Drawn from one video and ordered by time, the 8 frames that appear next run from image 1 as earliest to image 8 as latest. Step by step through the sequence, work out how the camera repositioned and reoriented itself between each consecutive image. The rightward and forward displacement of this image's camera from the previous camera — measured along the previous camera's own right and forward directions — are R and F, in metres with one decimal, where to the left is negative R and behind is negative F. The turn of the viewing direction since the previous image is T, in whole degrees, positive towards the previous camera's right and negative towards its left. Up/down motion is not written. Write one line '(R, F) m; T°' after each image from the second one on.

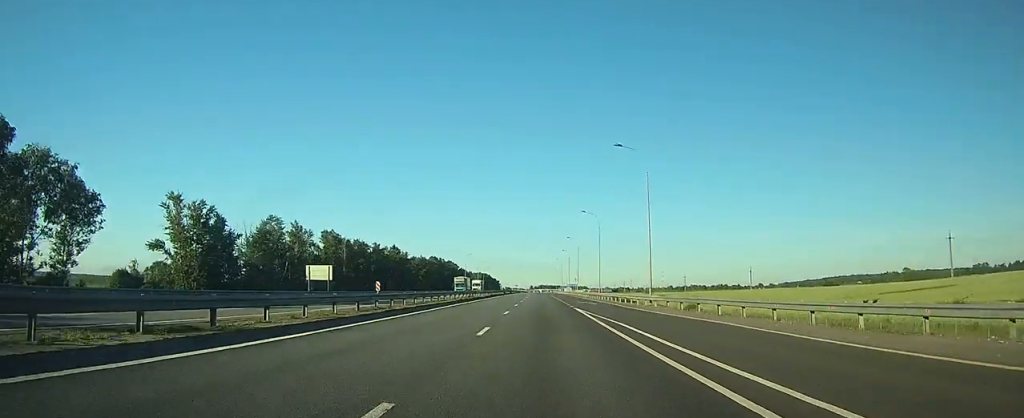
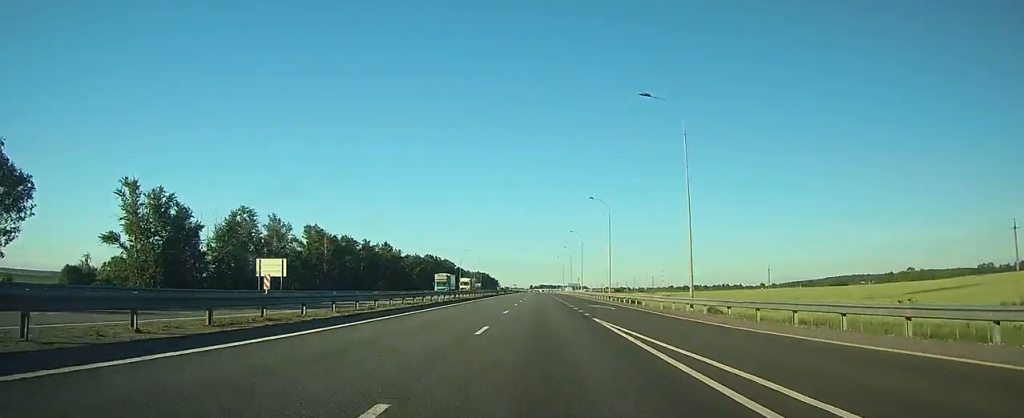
(0.0, +12.2) m; 0°
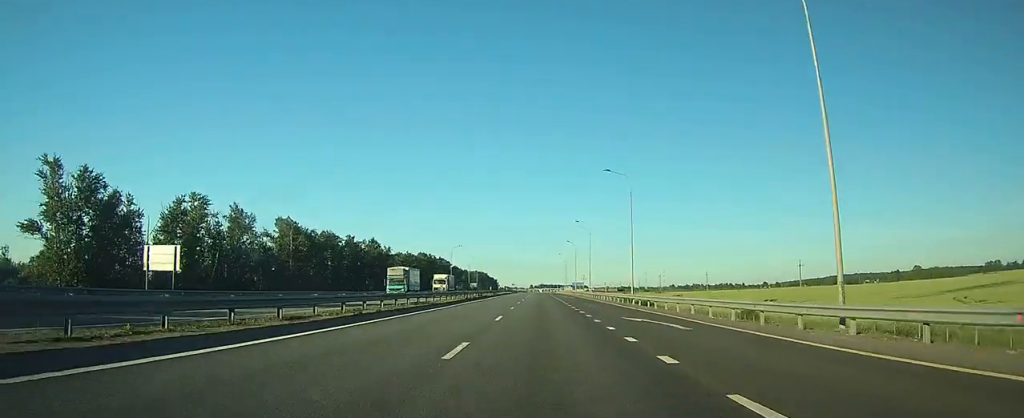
(+0.1, +16.8) m; 0°
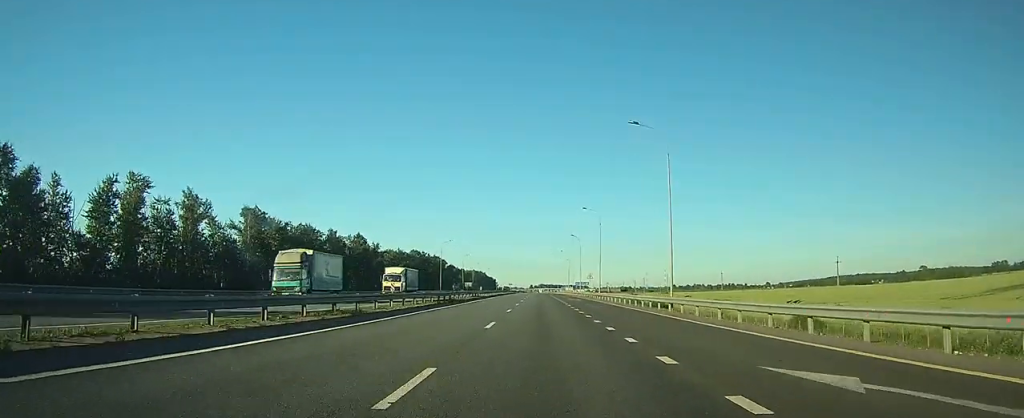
(+0.1, +15.9) m; 0°
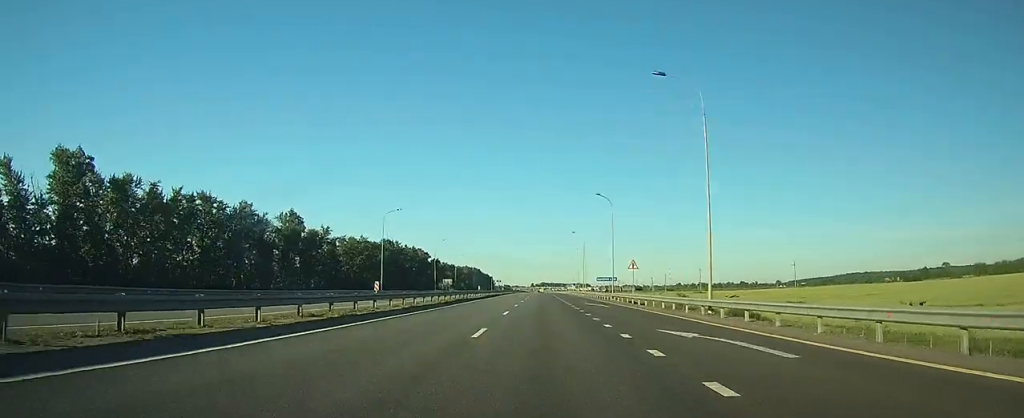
(-0.1, +50.8) m; 0°
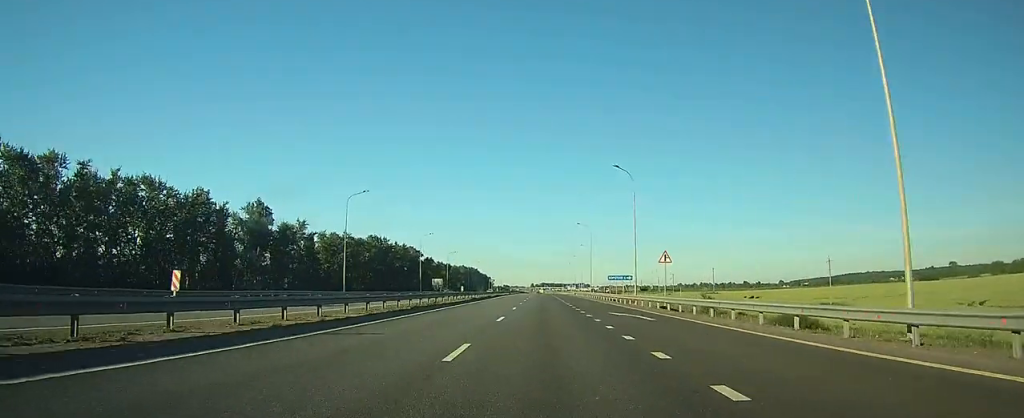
(0.0, +16.2) m; 0°
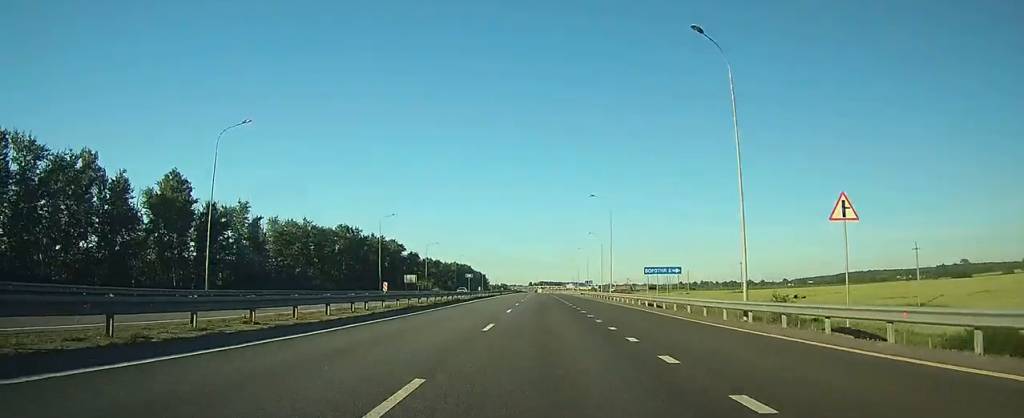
(0.0, +28.7) m; 0°
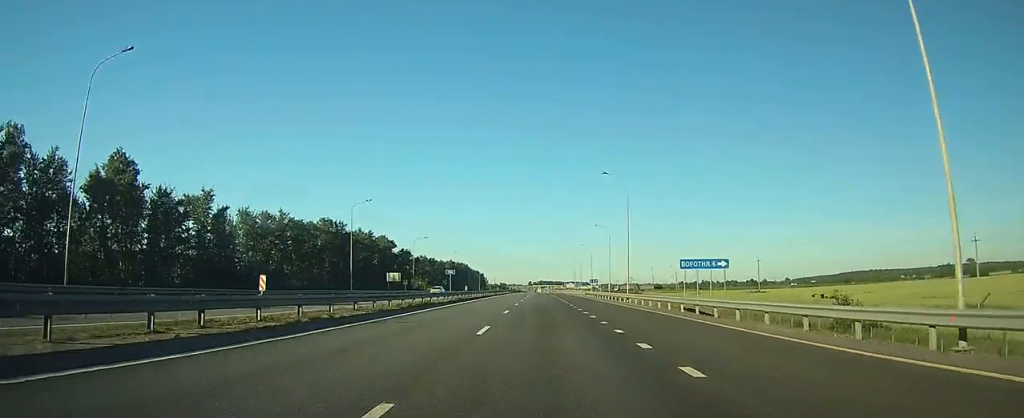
(0.0, +13.5) m; 0°
